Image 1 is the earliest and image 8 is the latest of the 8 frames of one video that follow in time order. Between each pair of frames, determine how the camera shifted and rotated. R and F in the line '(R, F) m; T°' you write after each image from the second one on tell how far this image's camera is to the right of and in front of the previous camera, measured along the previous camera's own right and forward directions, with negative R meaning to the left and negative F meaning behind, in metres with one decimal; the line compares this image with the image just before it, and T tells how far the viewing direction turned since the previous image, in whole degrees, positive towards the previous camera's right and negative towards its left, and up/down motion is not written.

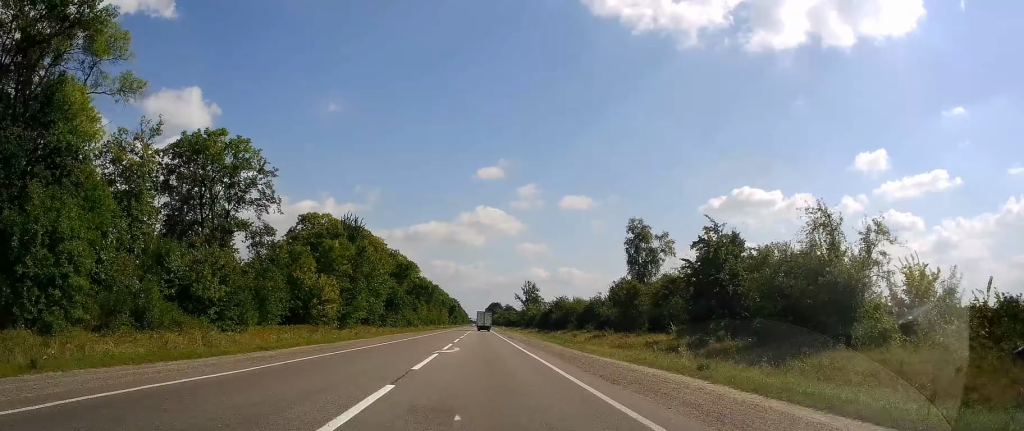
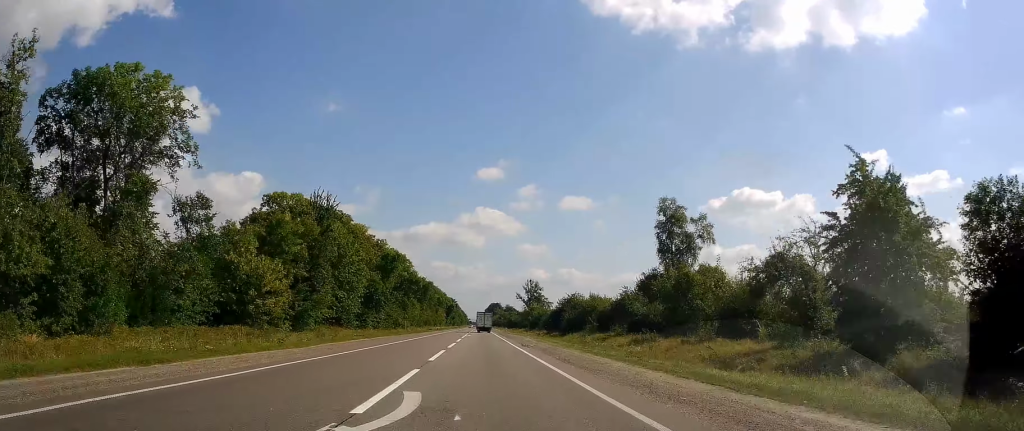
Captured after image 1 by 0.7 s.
(+0.1, +19.8) m; 0°
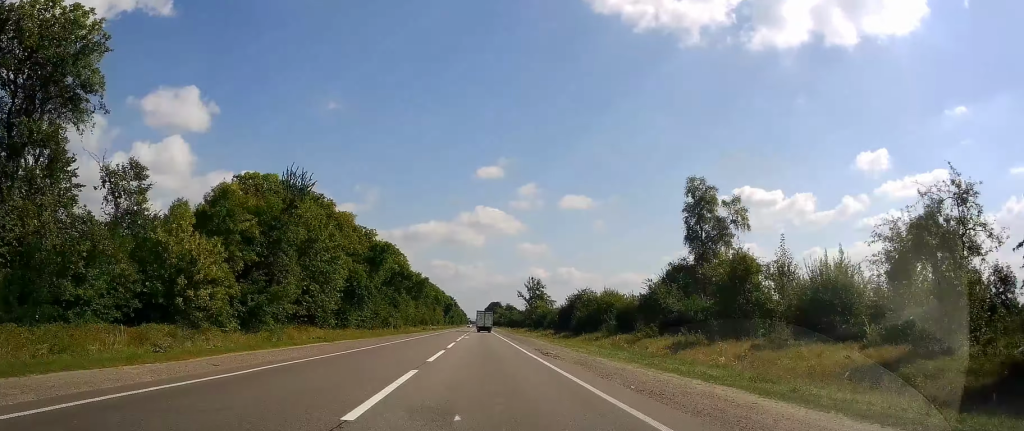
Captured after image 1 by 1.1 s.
(-0.2, +12.4) m; -1°
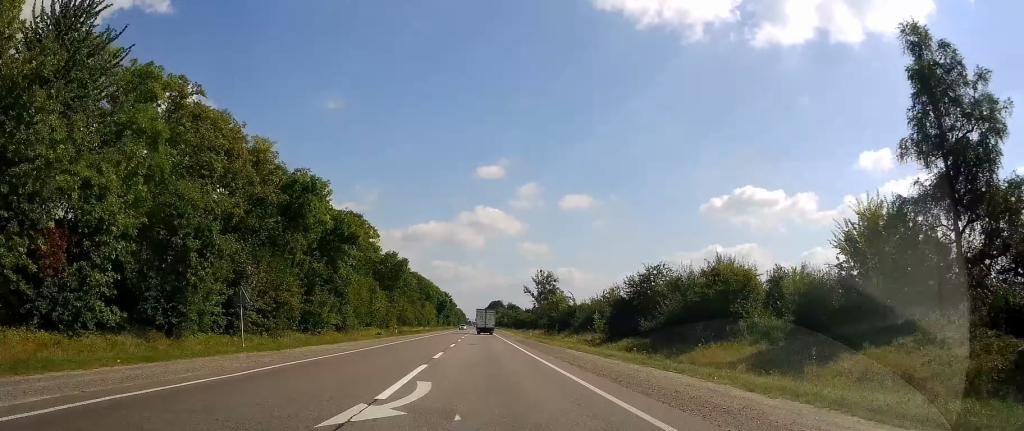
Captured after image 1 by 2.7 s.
(0.0, +47.1) m; +1°
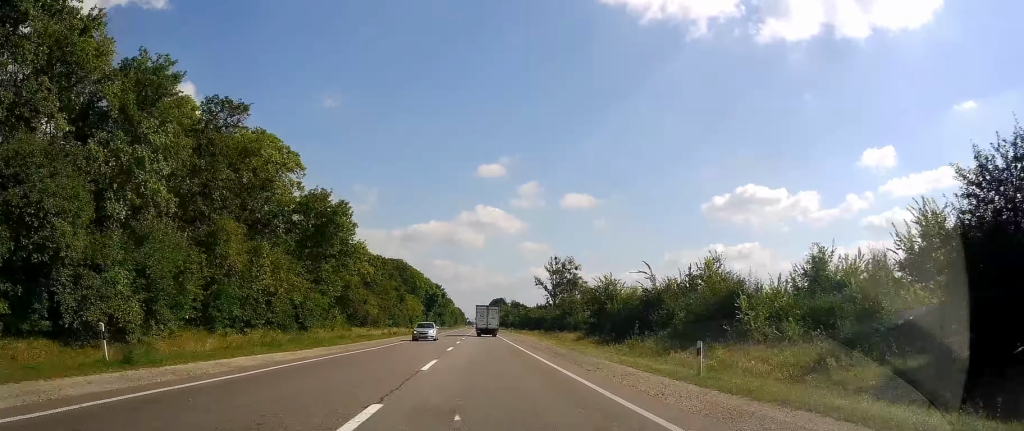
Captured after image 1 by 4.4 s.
(-0.1, +52.0) m; 0°
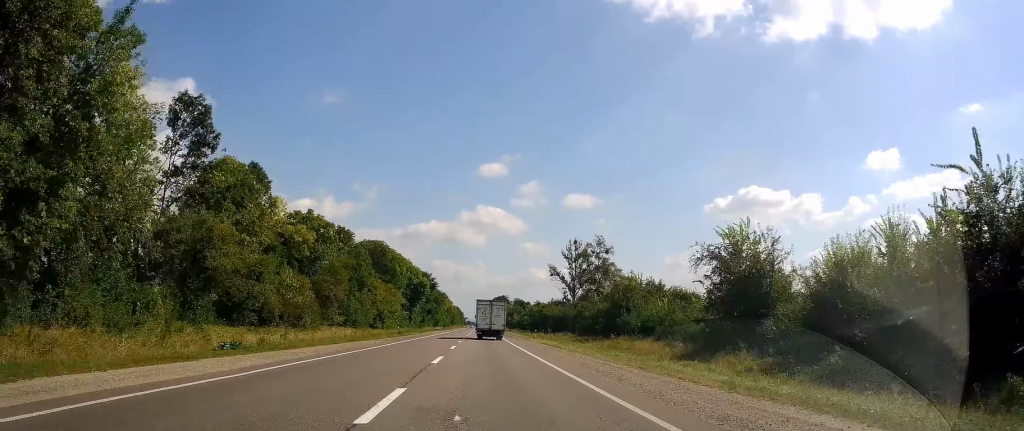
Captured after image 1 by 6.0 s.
(+0.2, +46.1) m; -1°
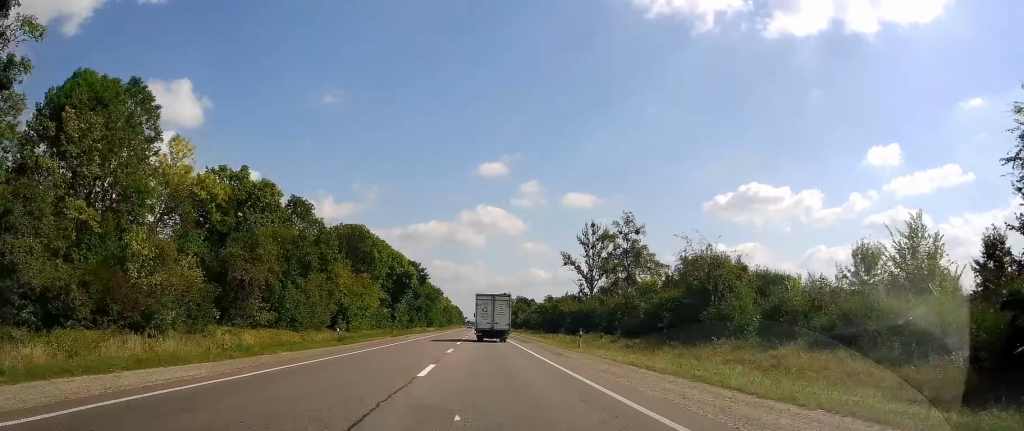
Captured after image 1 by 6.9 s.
(-0.2, +28.7) m; 0°
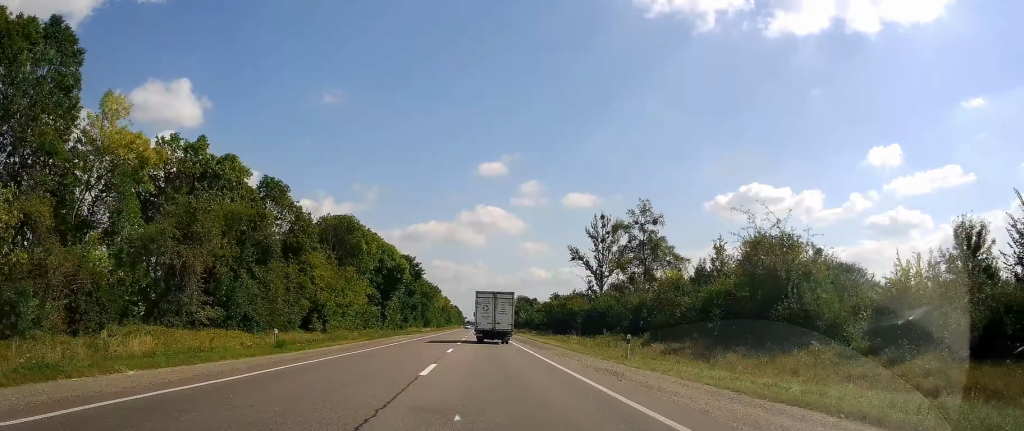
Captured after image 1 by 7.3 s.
(-0.1, +12.5) m; +1°
